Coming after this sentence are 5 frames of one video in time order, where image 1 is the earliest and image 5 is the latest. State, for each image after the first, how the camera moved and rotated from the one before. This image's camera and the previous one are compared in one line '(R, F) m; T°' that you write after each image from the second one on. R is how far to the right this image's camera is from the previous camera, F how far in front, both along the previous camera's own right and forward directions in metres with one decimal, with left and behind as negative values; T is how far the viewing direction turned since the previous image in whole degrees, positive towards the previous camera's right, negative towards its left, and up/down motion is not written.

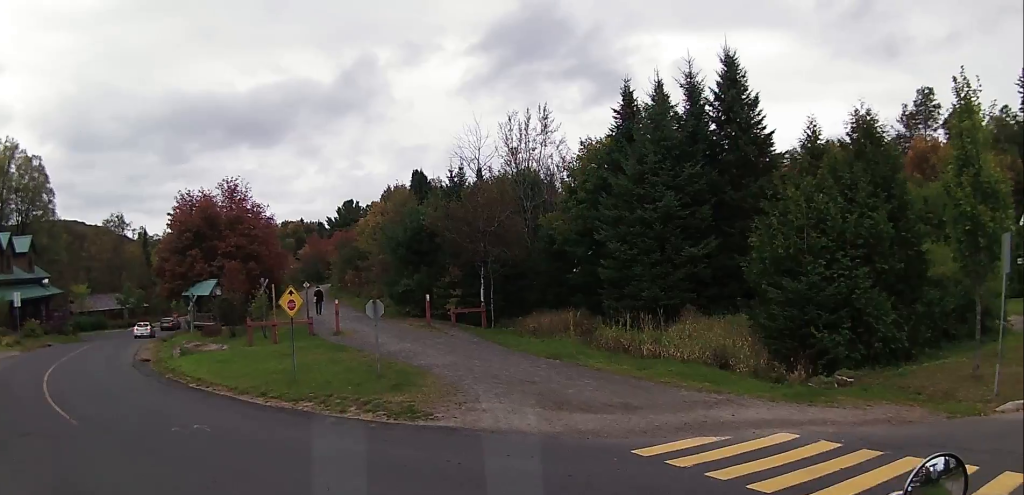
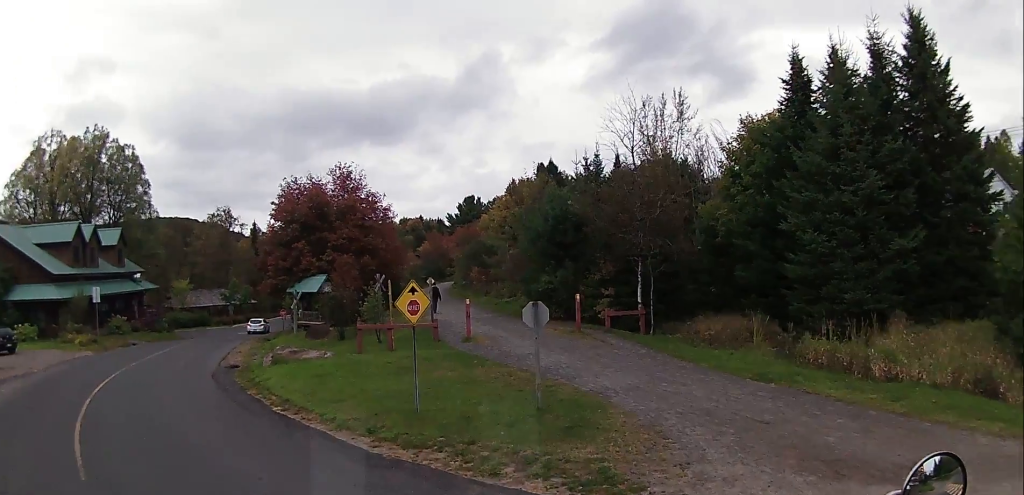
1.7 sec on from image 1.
(-0.7, +4.1) m; -14°
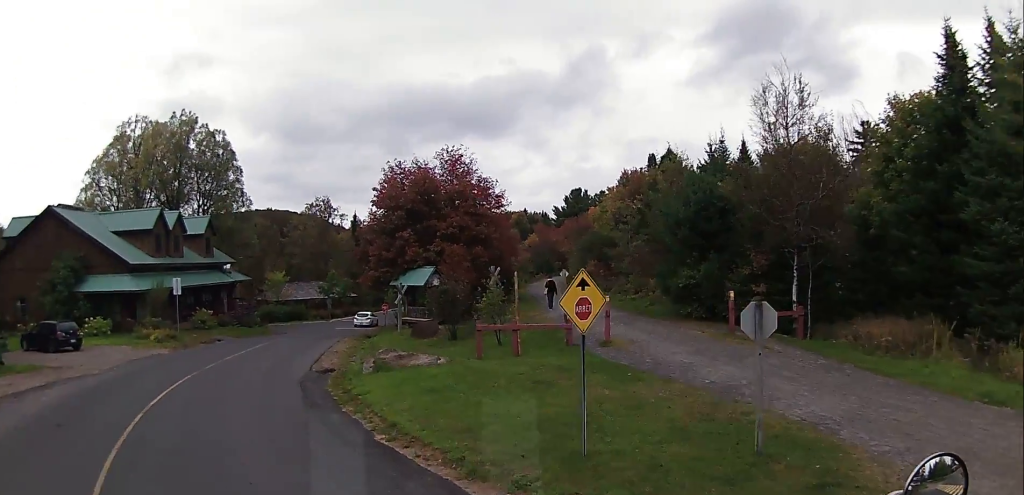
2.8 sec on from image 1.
(-0.3, +4.1) m; -10°
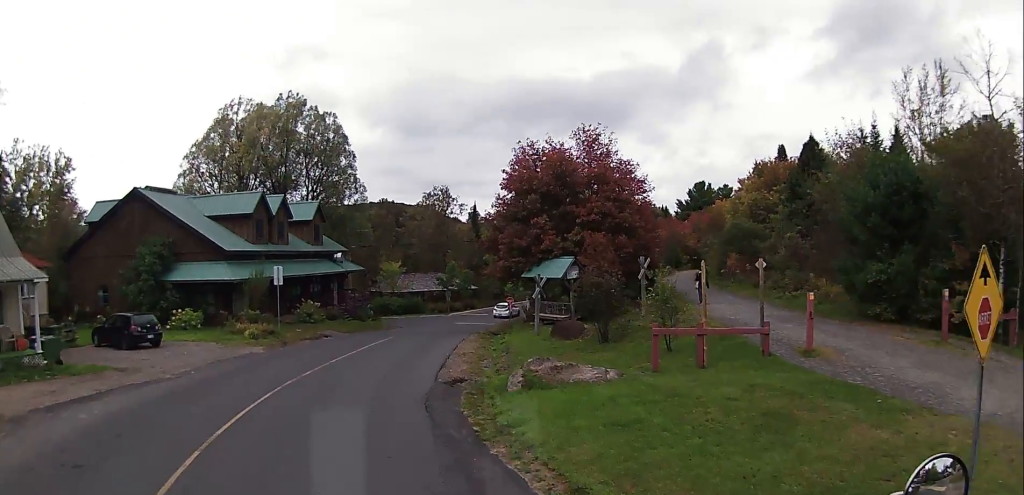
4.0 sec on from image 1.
(-0.6, +4.7) m; -16°
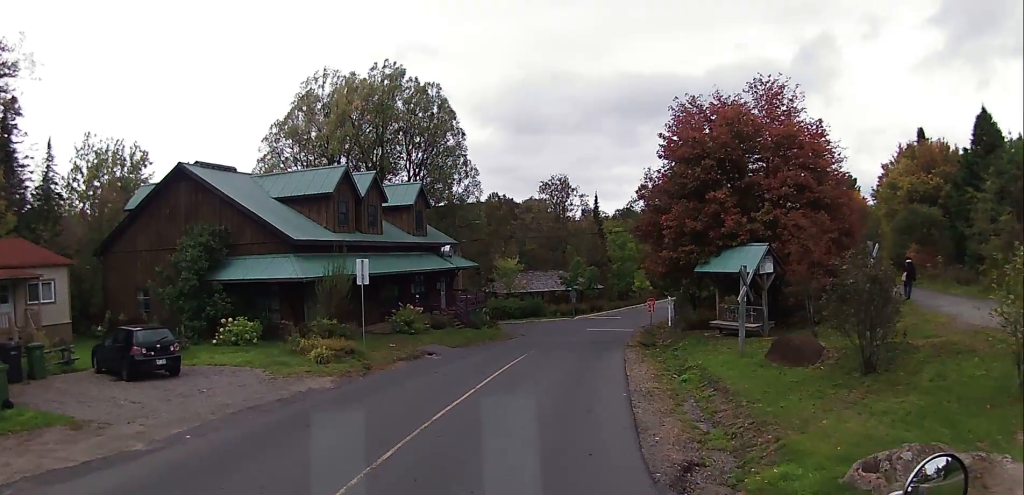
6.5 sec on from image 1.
(-0.1, +9.1) m; +7°
